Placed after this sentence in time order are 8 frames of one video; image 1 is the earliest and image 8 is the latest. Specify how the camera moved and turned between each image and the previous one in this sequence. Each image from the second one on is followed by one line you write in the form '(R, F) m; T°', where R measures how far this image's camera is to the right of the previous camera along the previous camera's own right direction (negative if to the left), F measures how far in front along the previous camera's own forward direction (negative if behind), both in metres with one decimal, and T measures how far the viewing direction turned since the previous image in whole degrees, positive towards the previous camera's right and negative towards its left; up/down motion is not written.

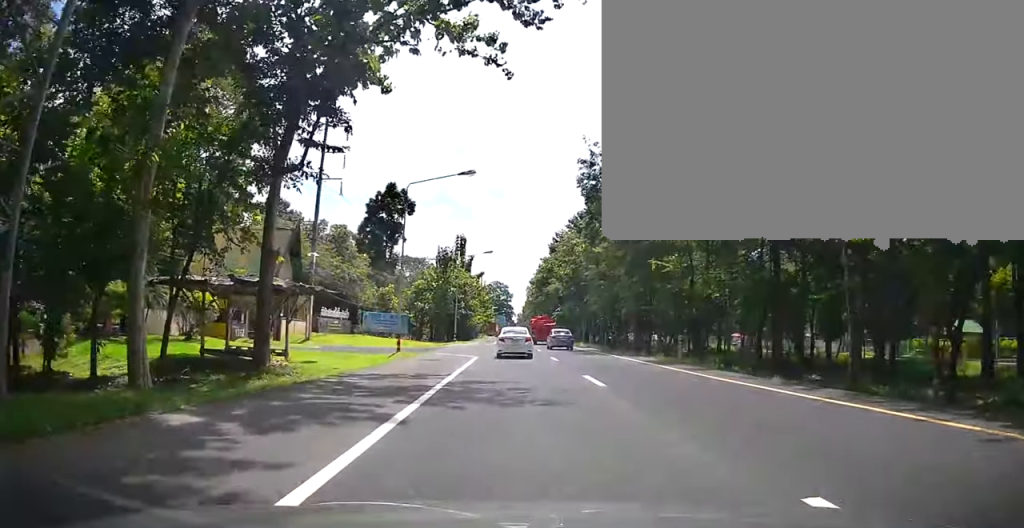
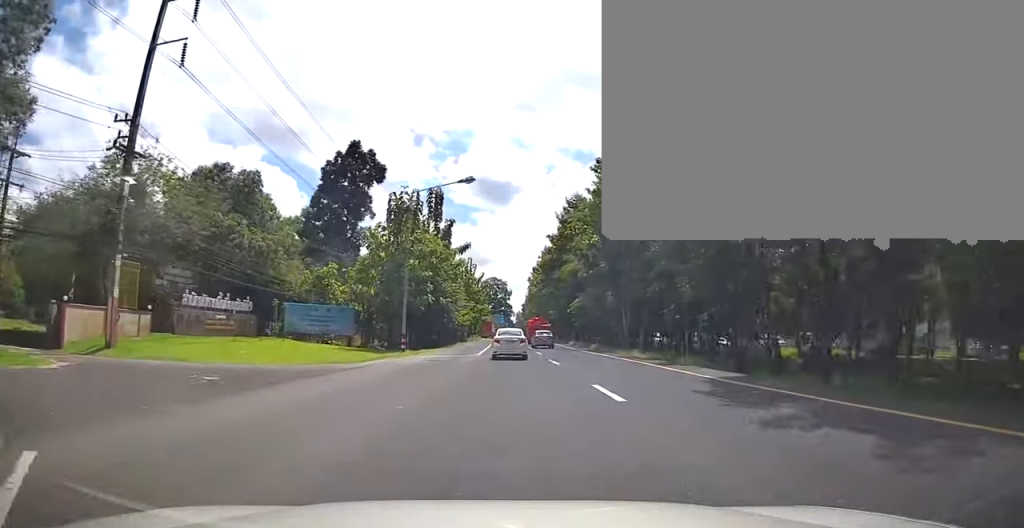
(-0.9, +26.8) m; -2°
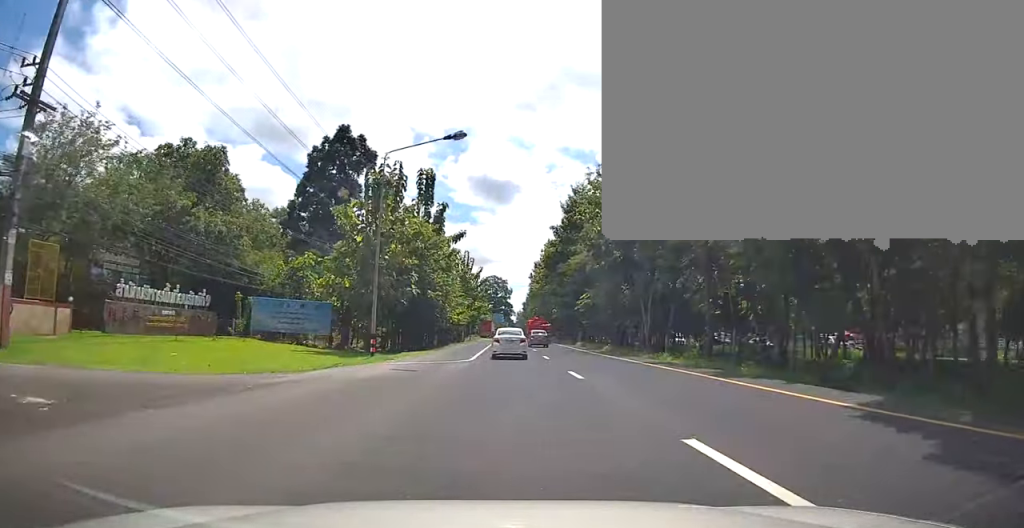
(0.0, +6.7) m; +1°
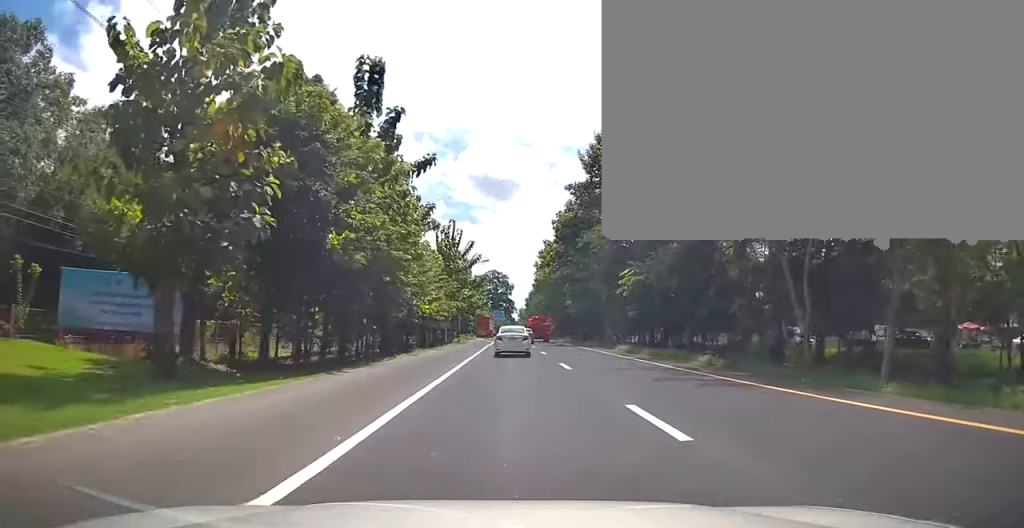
(+0.8, +21.0) m; +1°
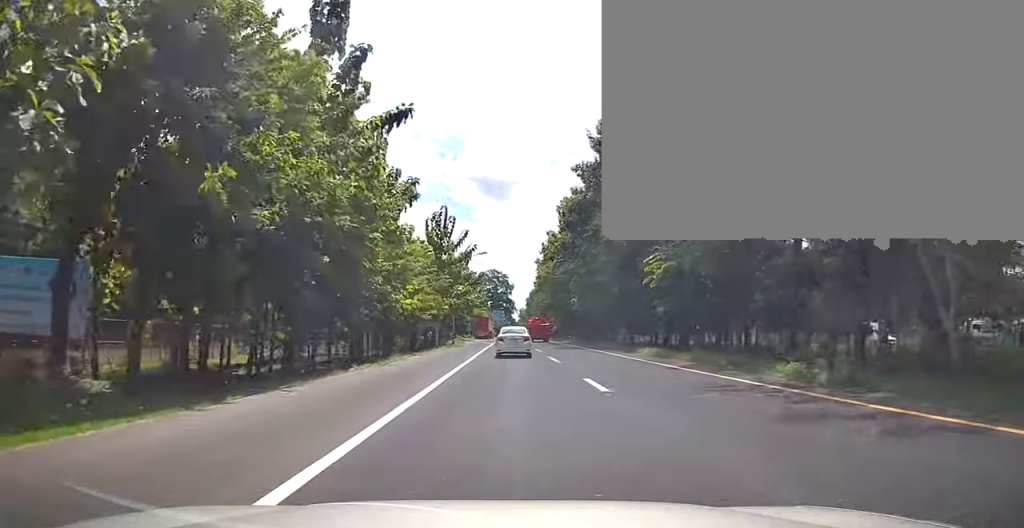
(0.0, +6.9) m; -1°
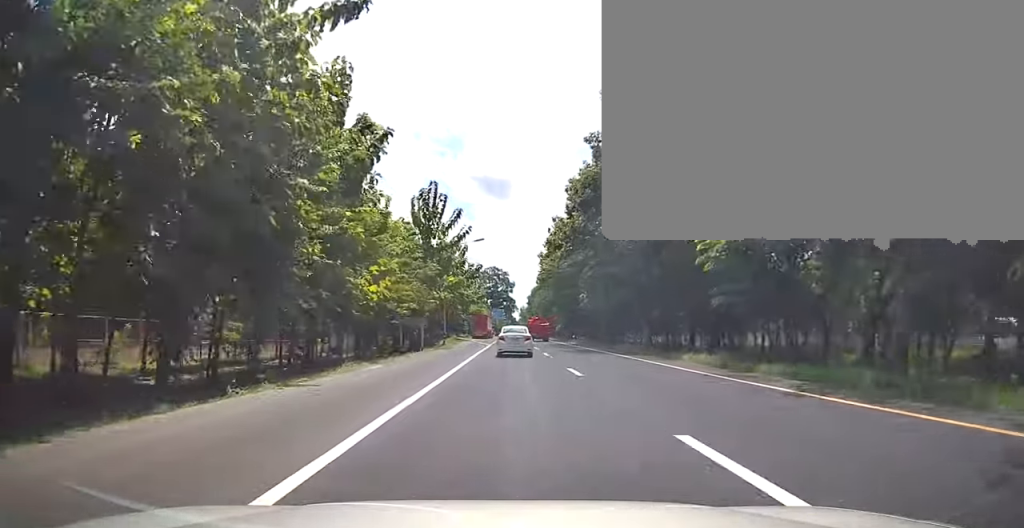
(-0.3, +8.2) m; 0°
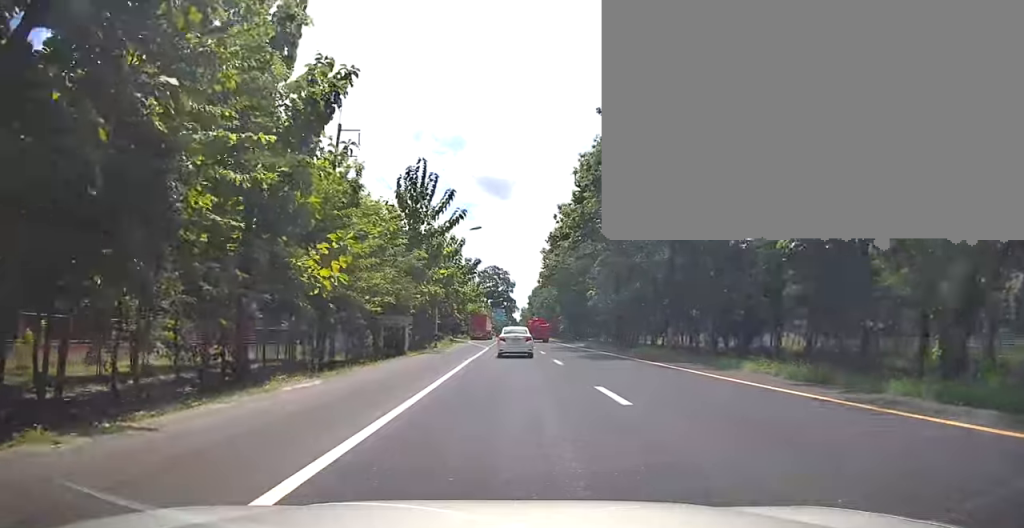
(-0.1, +6.2) m; 0°
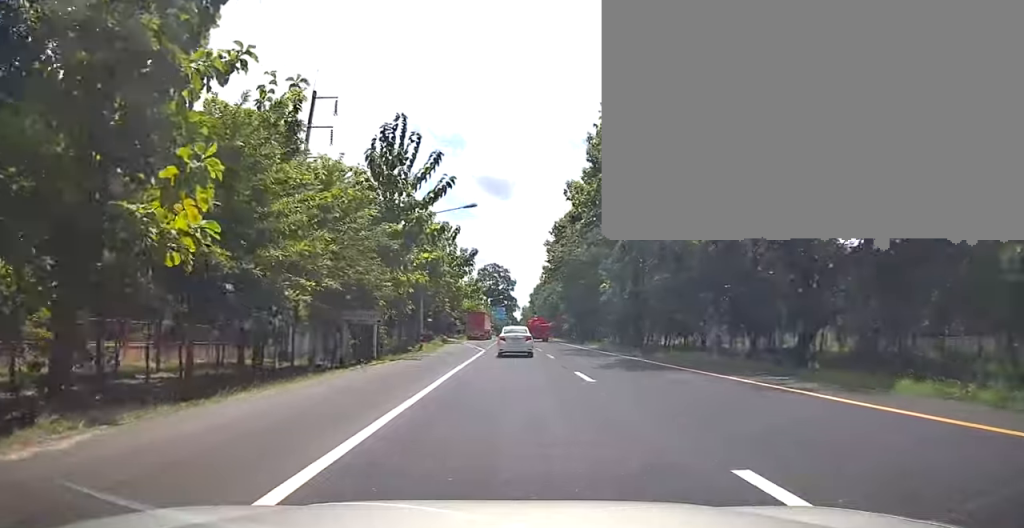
(+0.2, +7.9) m; 0°
